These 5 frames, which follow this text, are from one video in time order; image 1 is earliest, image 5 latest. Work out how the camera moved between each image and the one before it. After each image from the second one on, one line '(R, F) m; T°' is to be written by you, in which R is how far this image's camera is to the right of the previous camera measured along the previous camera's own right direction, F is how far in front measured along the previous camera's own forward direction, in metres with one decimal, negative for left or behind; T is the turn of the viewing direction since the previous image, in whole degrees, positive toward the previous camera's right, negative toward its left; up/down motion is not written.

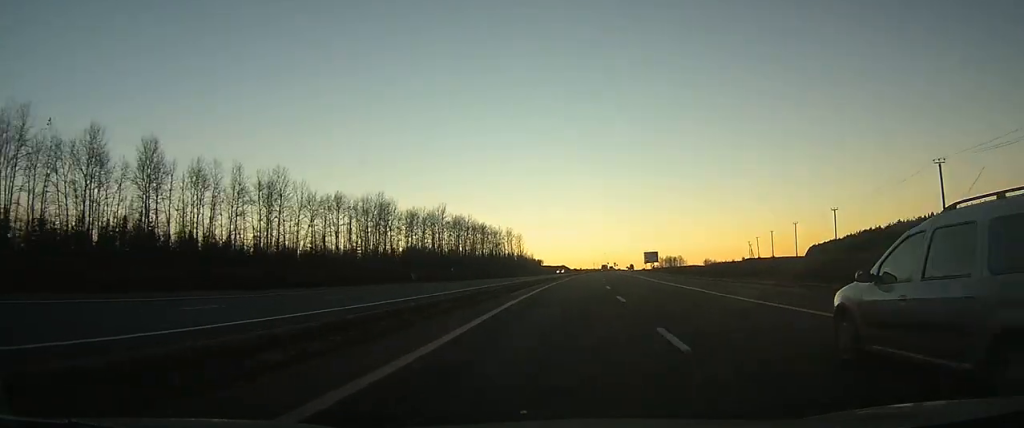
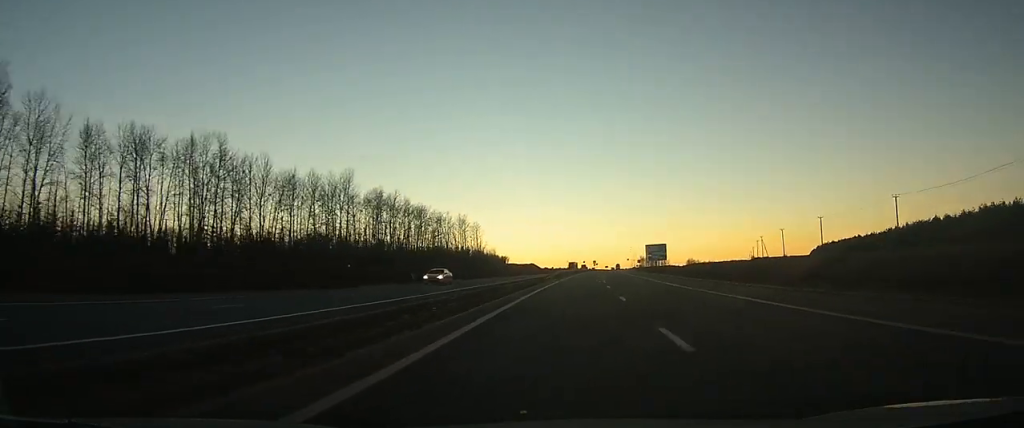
(+1.5, +56.7) m; +3°
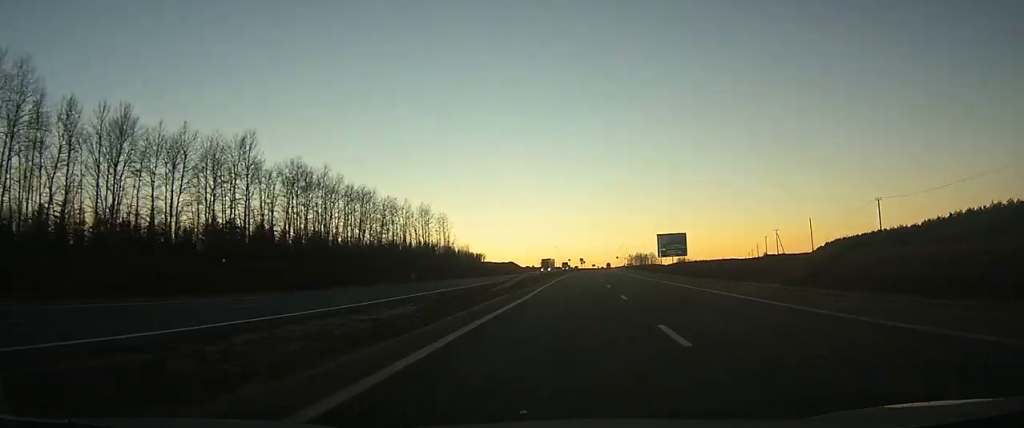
(+0.7, +32.9) m; +1°
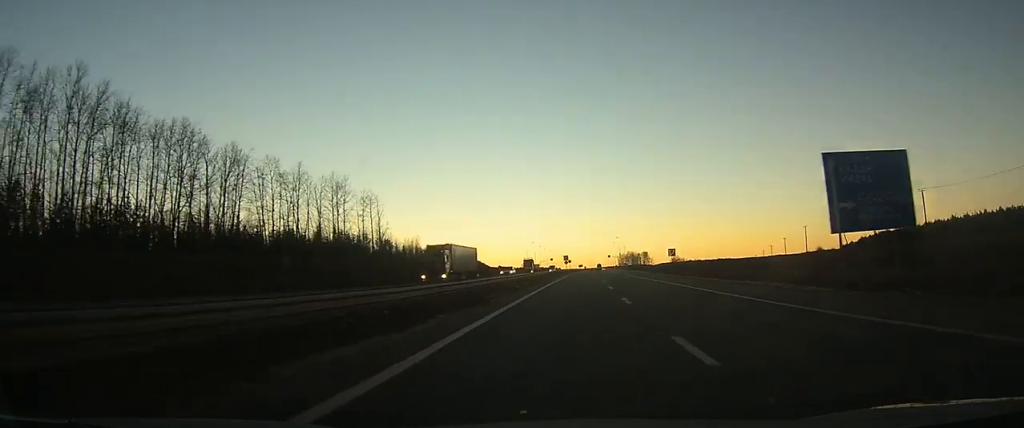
(+1.1, +56.7) m; +2°
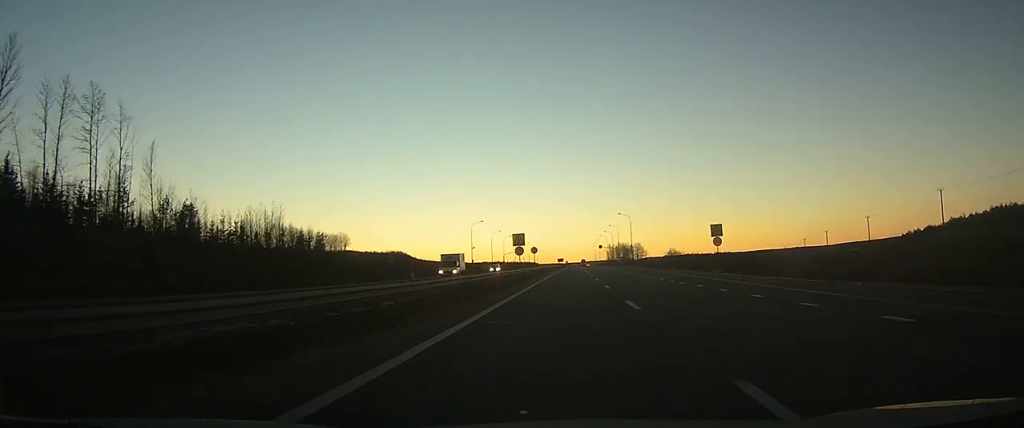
(+1.3, +85.4) m; +1°
